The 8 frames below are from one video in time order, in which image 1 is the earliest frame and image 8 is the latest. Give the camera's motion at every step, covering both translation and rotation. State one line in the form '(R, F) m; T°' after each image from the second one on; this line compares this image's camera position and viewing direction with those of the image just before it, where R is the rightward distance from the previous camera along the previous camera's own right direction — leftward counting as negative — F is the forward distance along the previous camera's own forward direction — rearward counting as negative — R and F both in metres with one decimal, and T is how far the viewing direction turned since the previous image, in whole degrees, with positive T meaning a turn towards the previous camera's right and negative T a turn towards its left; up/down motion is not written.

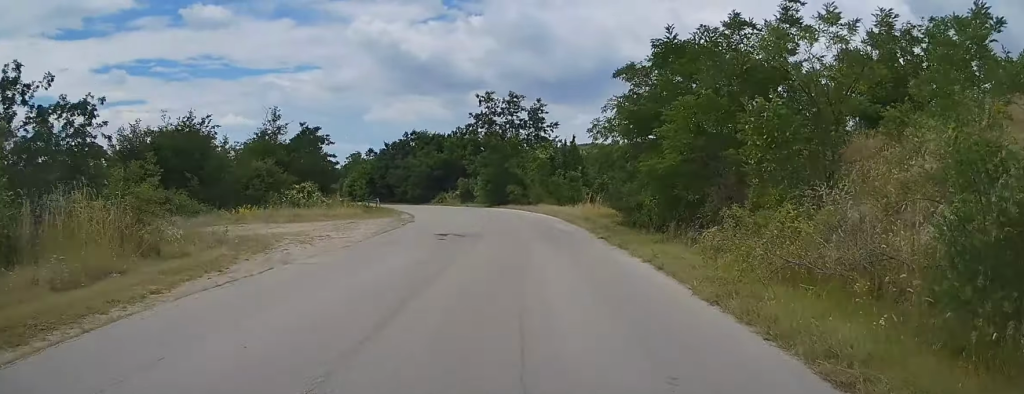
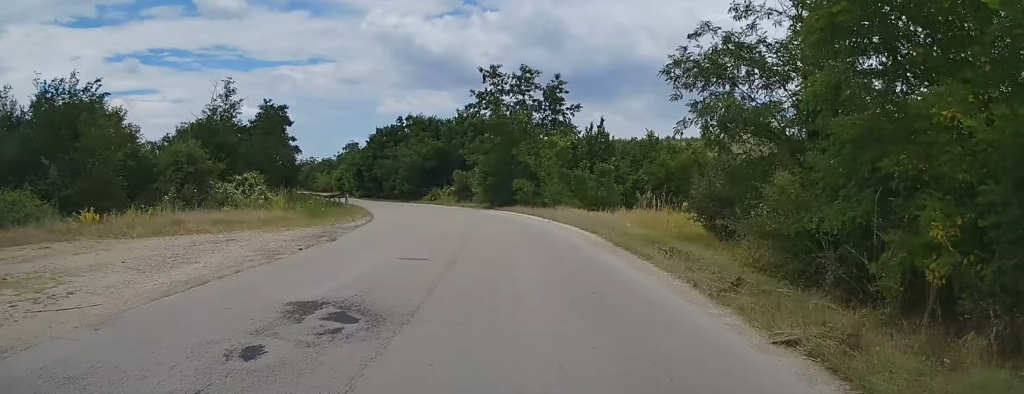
(+0.2, +13.0) m; -1°
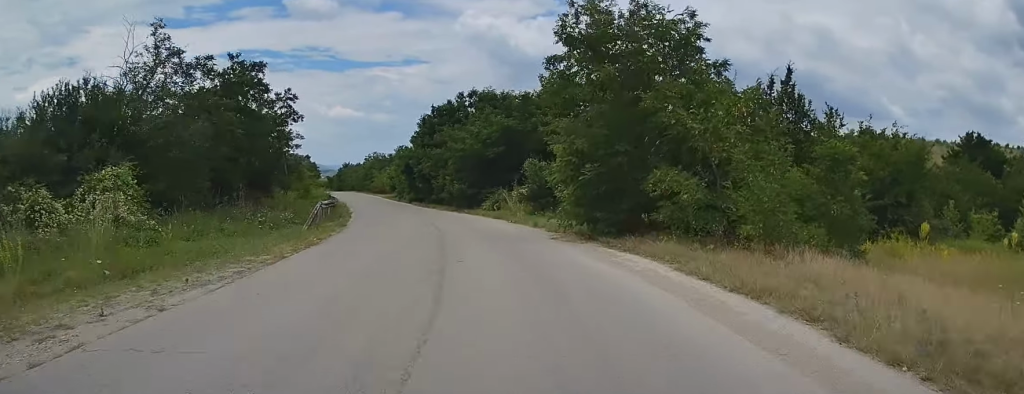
(-1.1, +20.7) m; -8°
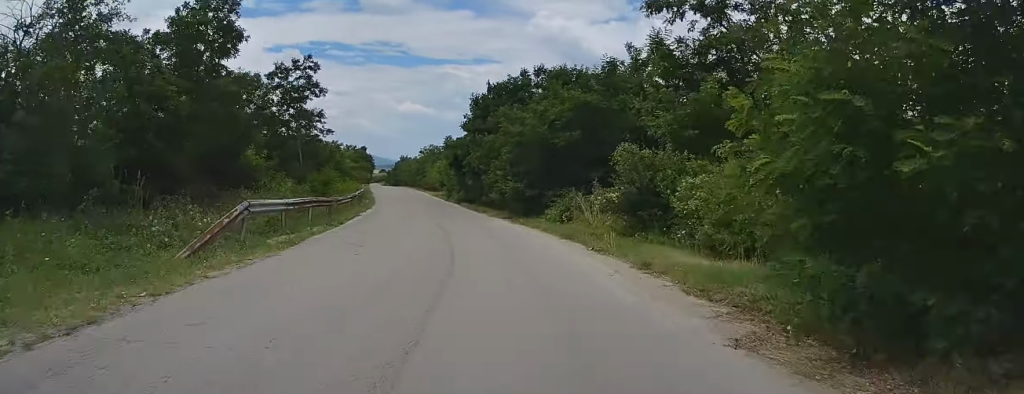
(-0.5, +10.8) m; -5°
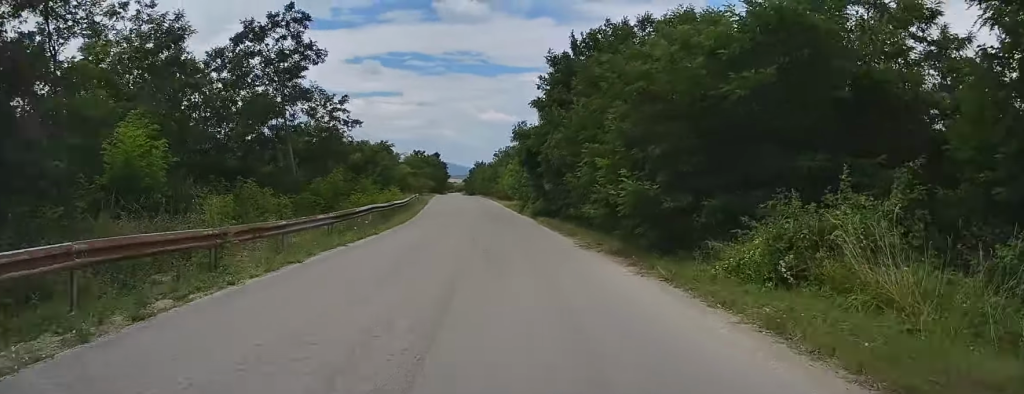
(-0.9, +14.1) m; -6°
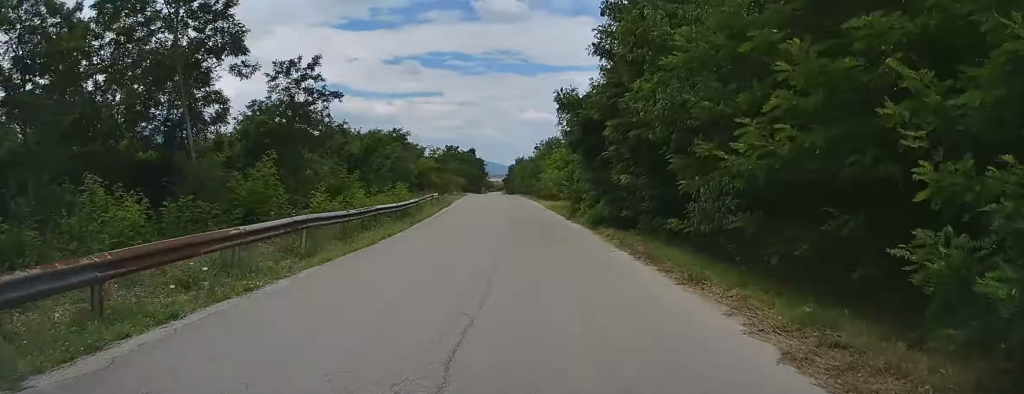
(-0.4, +11.8) m; -4°
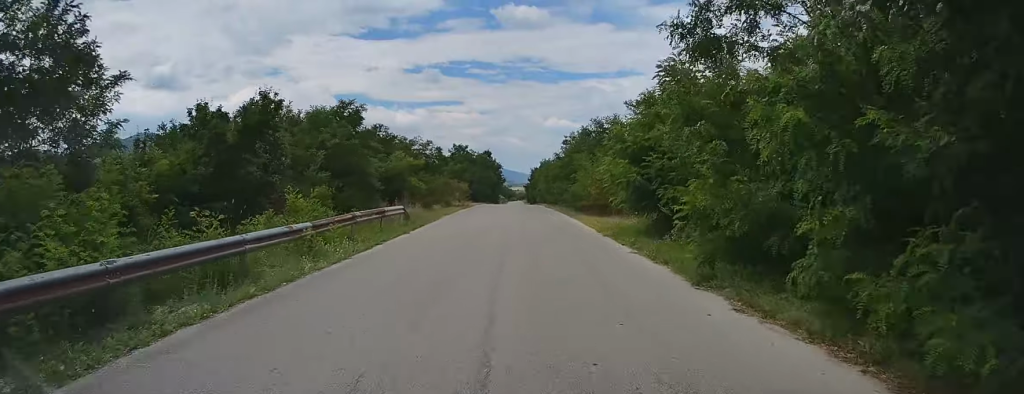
(-0.8, +19.3) m; -2°
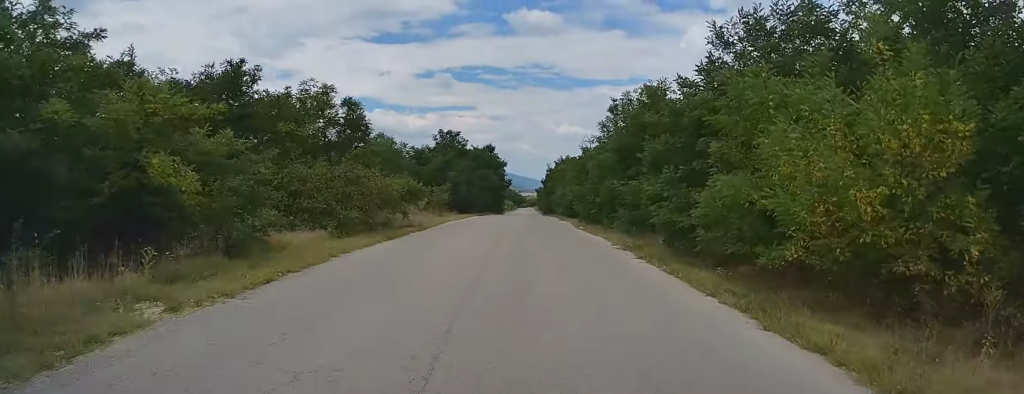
(-0.2, +26.7) m; -1°
